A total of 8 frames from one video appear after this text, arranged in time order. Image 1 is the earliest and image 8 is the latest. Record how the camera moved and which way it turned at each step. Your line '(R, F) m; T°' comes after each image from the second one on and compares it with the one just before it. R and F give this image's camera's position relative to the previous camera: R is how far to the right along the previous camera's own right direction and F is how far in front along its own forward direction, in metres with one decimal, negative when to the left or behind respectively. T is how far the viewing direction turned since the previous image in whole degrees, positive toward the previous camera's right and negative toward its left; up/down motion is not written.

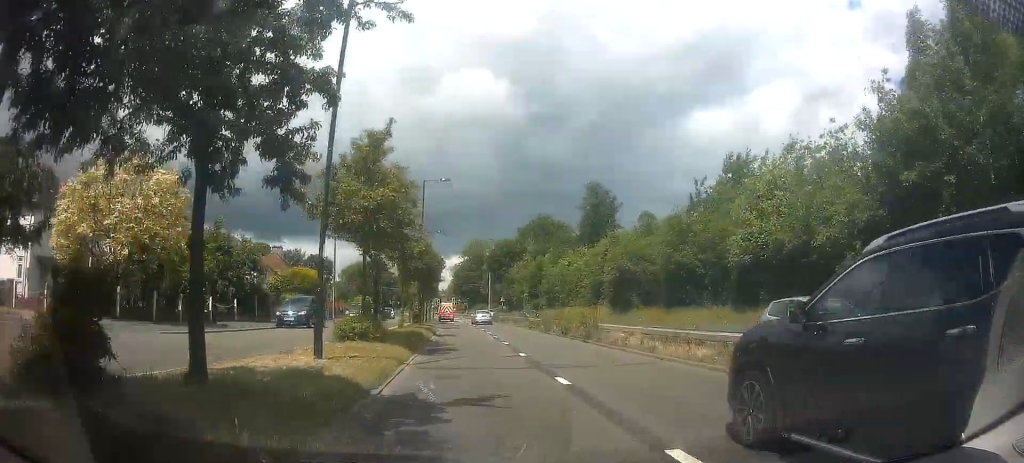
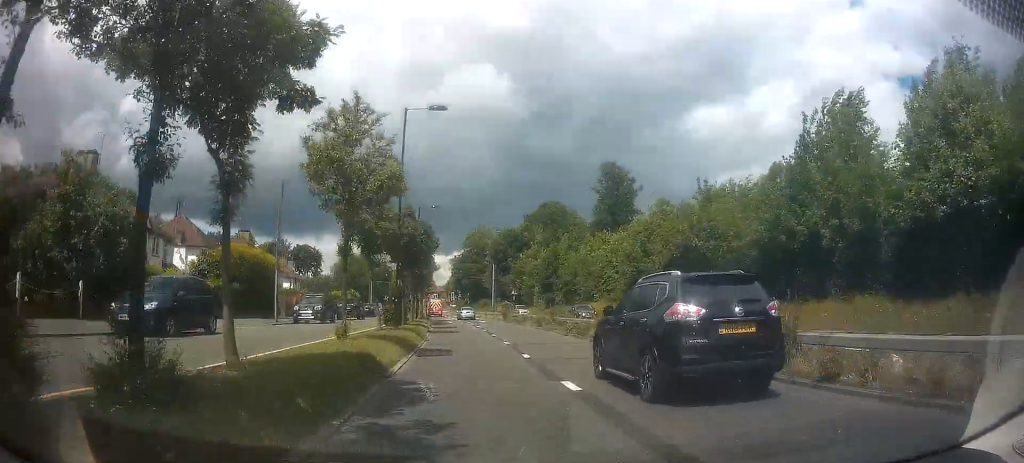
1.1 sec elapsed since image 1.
(-0.1, +14.0) m; +1°
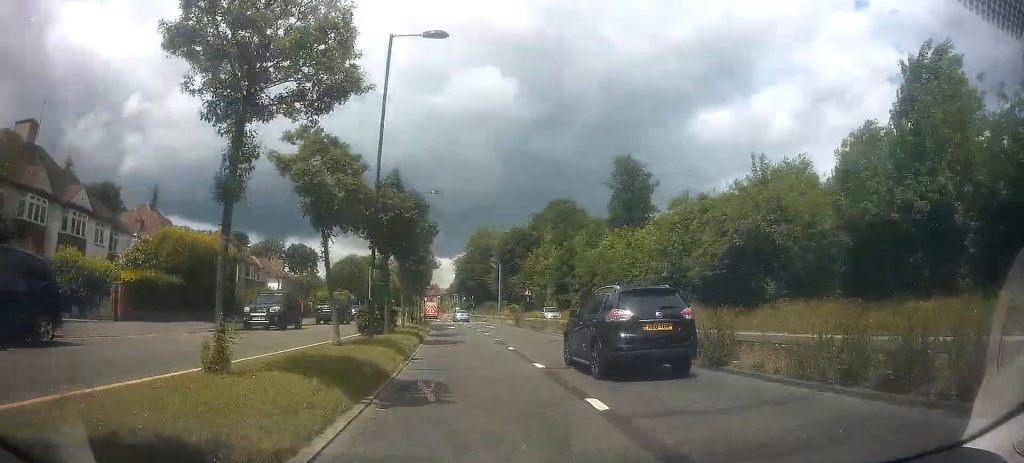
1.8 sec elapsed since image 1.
(+0.2, +7.8) m; +1°
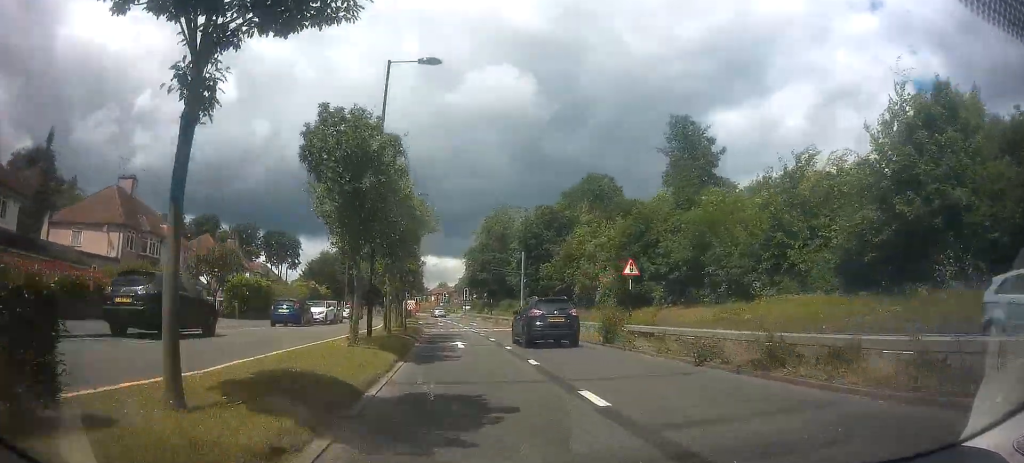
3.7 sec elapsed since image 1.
(-0.4, +24.3) m; -1°
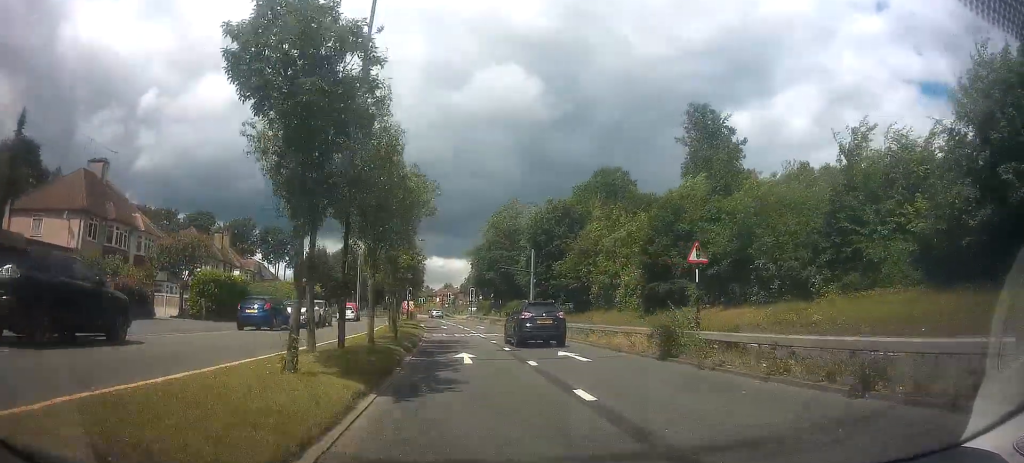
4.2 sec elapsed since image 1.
(-0.1, +5.3) m; 0°
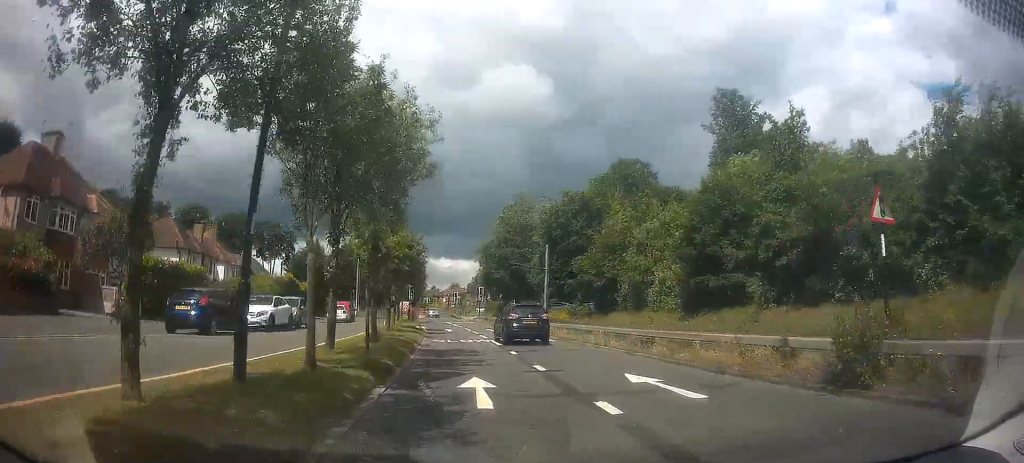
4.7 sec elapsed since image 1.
(+0.2, +6.9) m; 0°
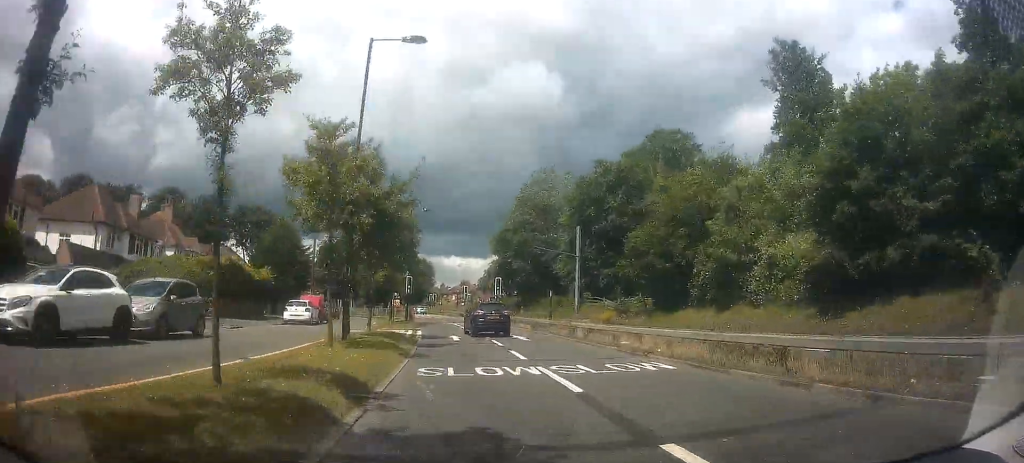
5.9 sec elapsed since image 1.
(-0.2, +14.0) m; -3°
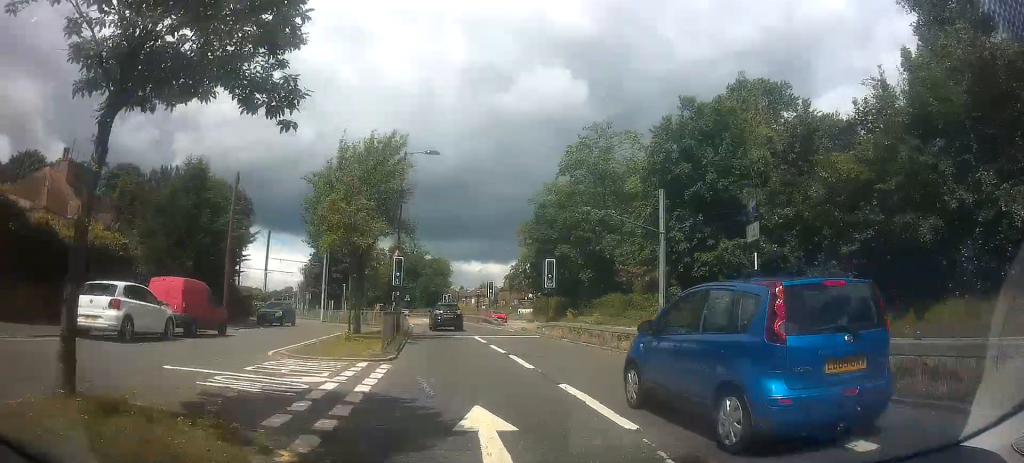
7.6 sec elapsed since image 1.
(-0.4, +20.8) m; -1°
